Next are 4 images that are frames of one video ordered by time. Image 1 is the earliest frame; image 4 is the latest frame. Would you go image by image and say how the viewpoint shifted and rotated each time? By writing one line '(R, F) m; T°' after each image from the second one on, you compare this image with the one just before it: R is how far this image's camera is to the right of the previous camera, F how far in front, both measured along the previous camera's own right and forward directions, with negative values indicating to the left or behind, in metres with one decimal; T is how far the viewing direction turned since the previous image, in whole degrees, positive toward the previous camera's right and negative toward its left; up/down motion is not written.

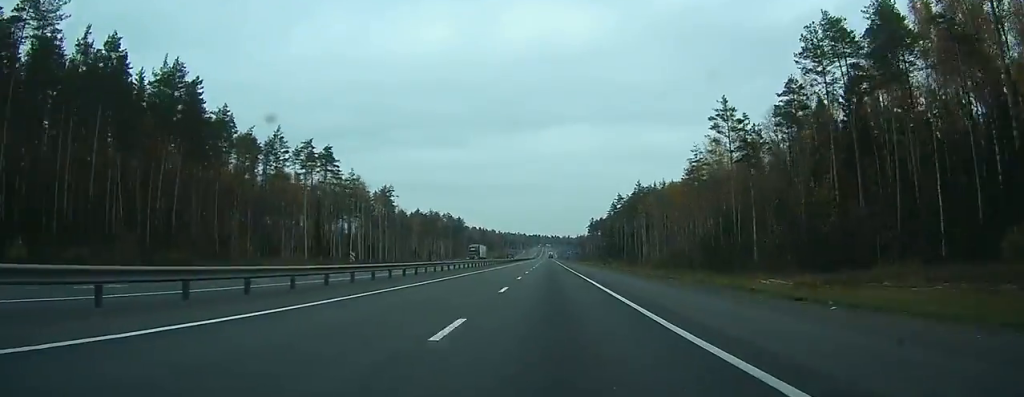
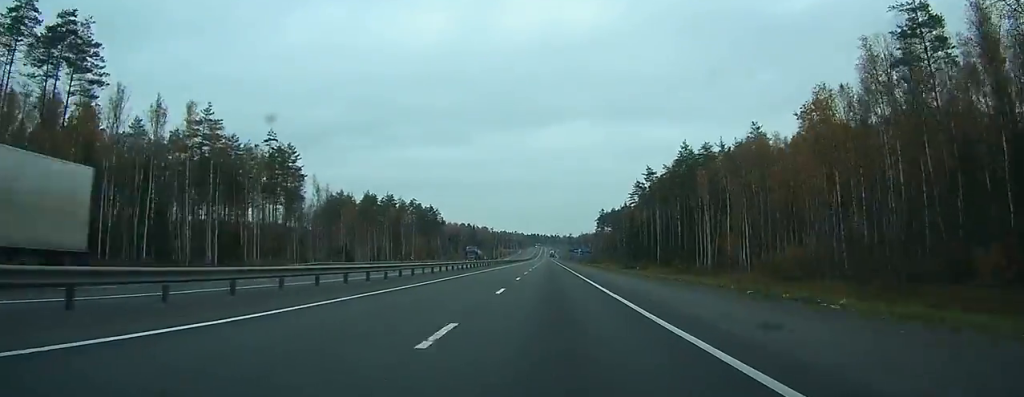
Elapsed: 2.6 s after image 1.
(-0.1, +70.7) m; 0°
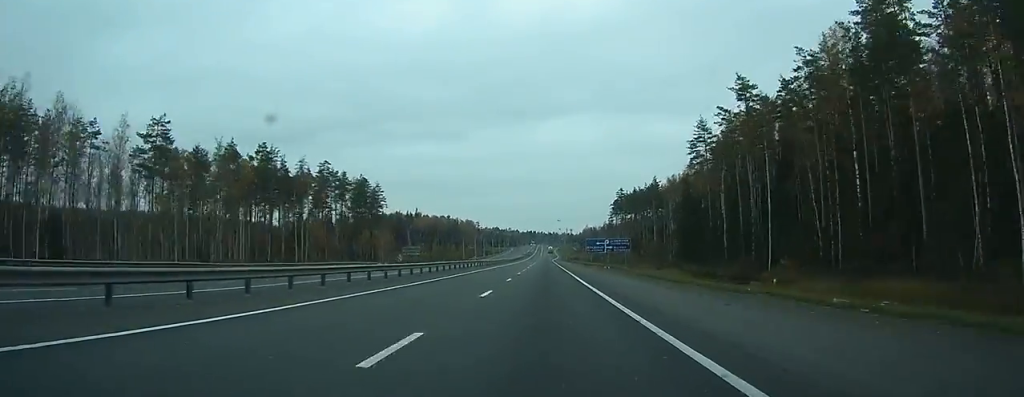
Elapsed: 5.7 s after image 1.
(0.0, +81.6) m; 0°
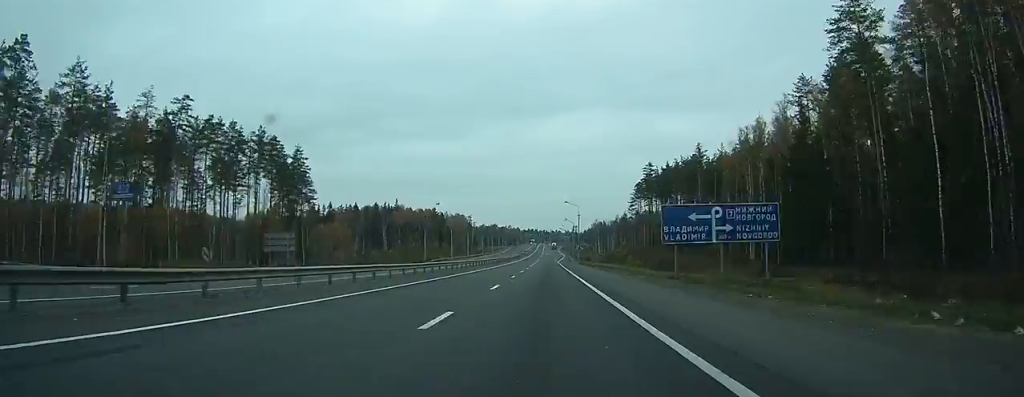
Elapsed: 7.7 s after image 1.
(-0.1, +55.1) m; 0°
